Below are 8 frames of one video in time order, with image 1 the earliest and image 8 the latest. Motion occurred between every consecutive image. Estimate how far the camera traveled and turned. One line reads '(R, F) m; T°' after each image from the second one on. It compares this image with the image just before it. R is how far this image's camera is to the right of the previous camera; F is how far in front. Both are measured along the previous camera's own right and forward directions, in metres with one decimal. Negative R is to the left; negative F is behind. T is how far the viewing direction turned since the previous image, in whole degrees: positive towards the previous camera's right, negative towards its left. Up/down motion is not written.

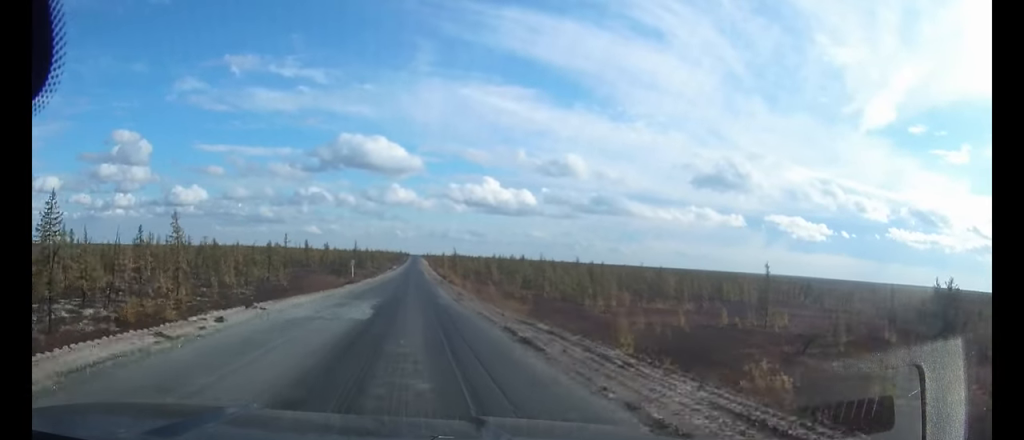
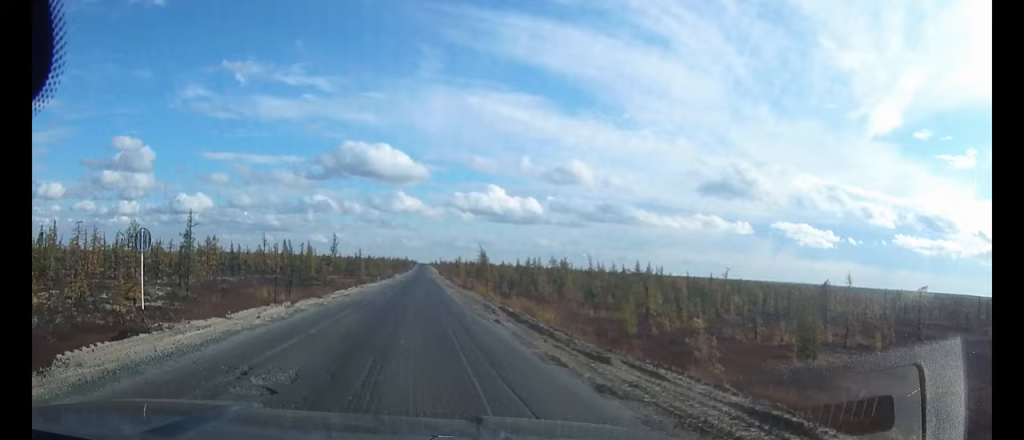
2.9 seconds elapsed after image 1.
(-0.4, +58.2) m; -1°
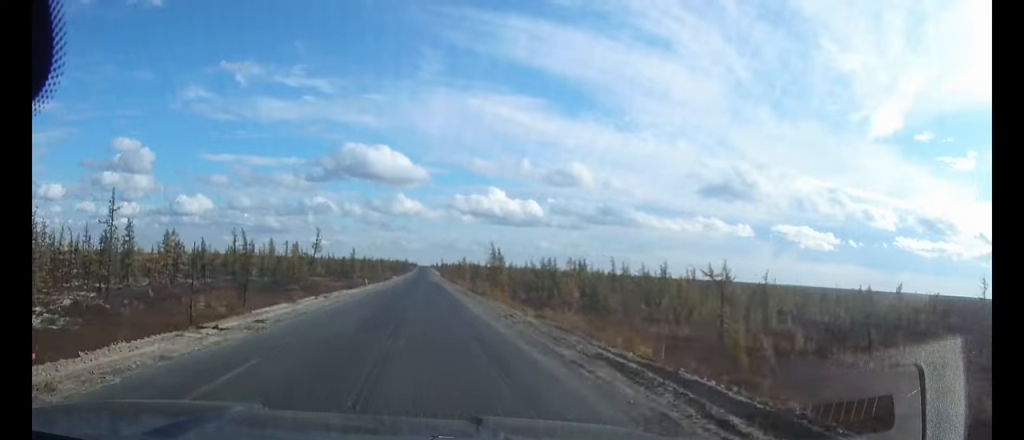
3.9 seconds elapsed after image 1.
(0.0, +20.5) m; 0°
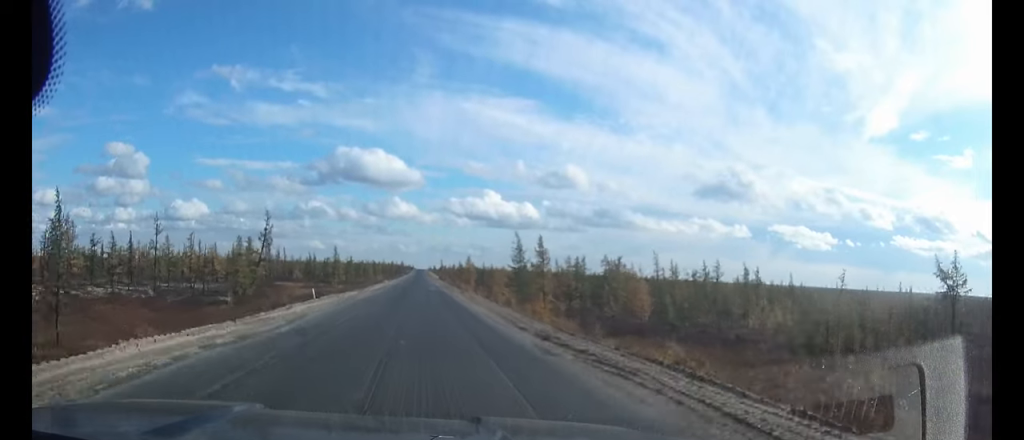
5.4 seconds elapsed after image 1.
(0.0, +31.8) m; 0°
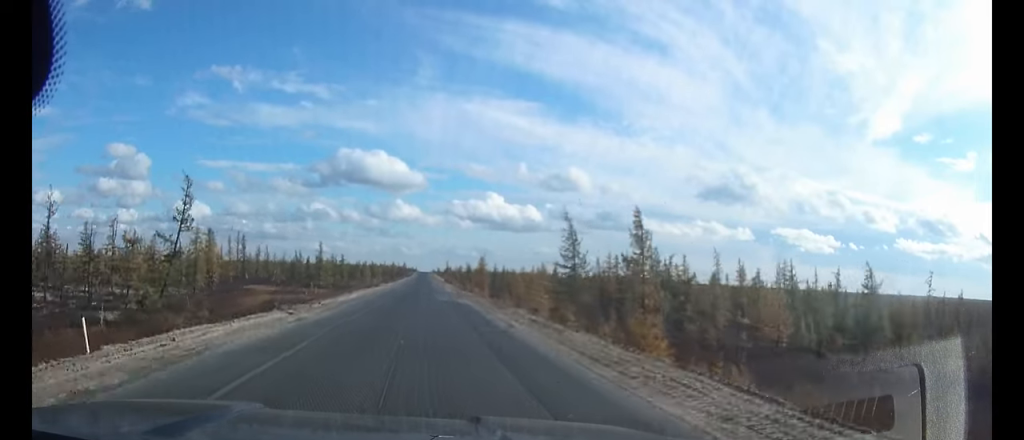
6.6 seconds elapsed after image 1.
(-0.1, +25.5) m; 0°
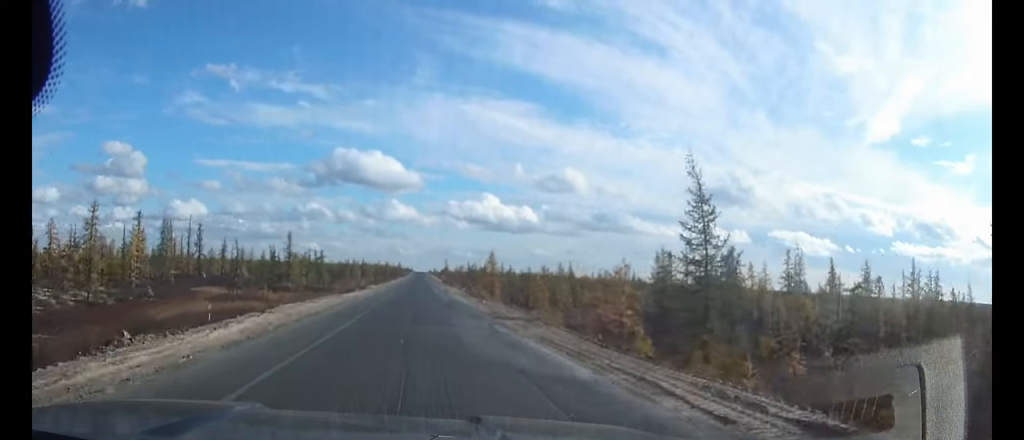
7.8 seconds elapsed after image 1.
(0.0, +25.8) m; 0°
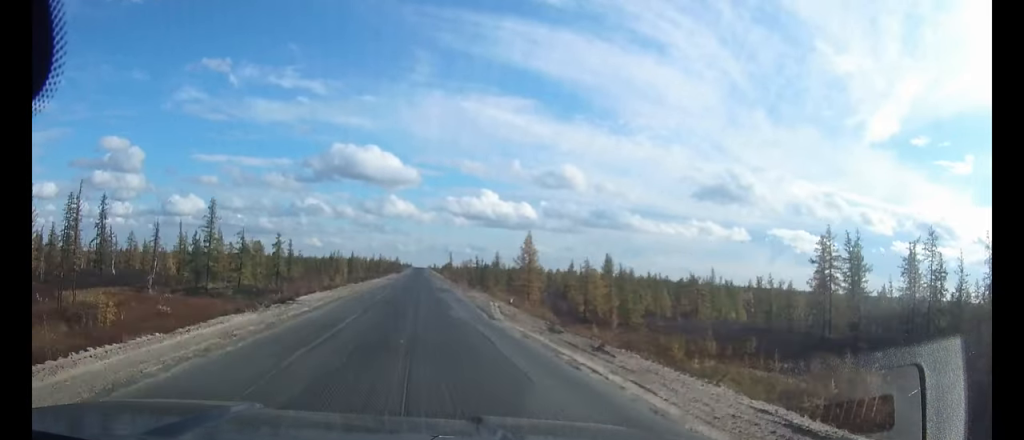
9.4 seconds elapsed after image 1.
(+0.1, +36.3) m; 0°
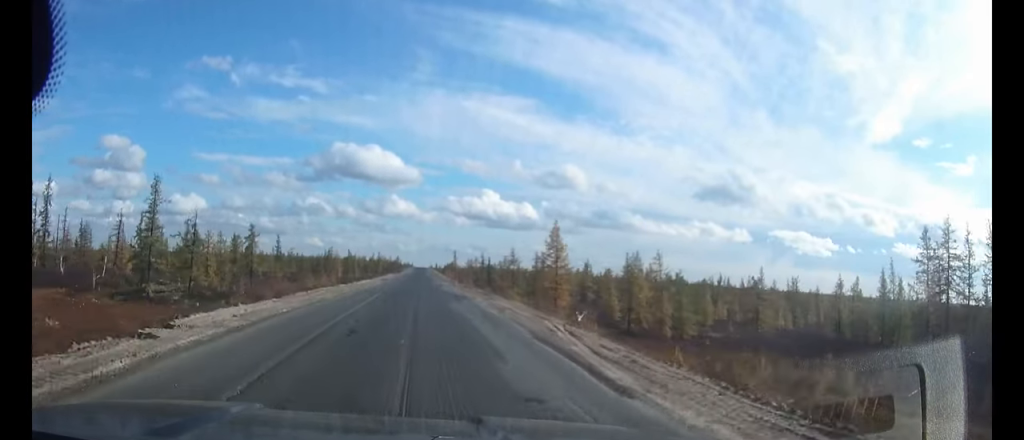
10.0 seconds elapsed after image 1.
(0.0, +13.7) m; 0°
